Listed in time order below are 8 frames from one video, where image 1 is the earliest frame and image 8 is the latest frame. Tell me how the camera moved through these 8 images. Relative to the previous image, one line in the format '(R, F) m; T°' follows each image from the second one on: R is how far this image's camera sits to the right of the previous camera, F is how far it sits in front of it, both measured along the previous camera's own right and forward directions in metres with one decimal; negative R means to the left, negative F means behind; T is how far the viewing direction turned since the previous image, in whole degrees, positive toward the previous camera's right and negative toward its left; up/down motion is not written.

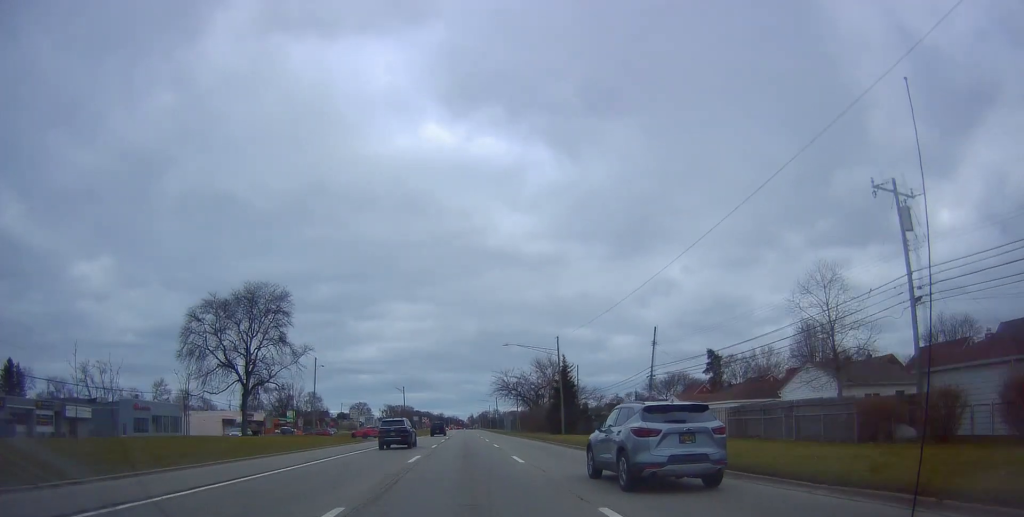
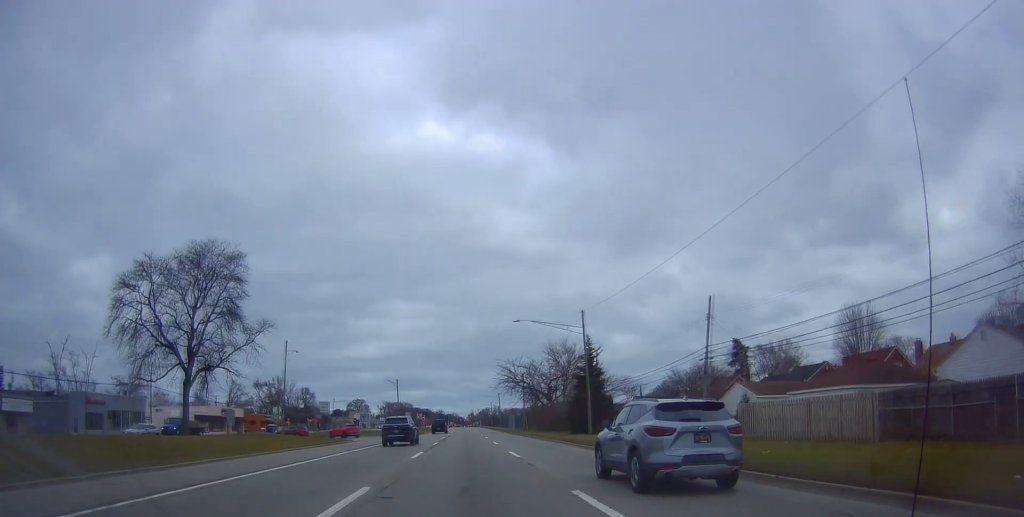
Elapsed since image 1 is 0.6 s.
(-0.4, +13.5) m; -1°
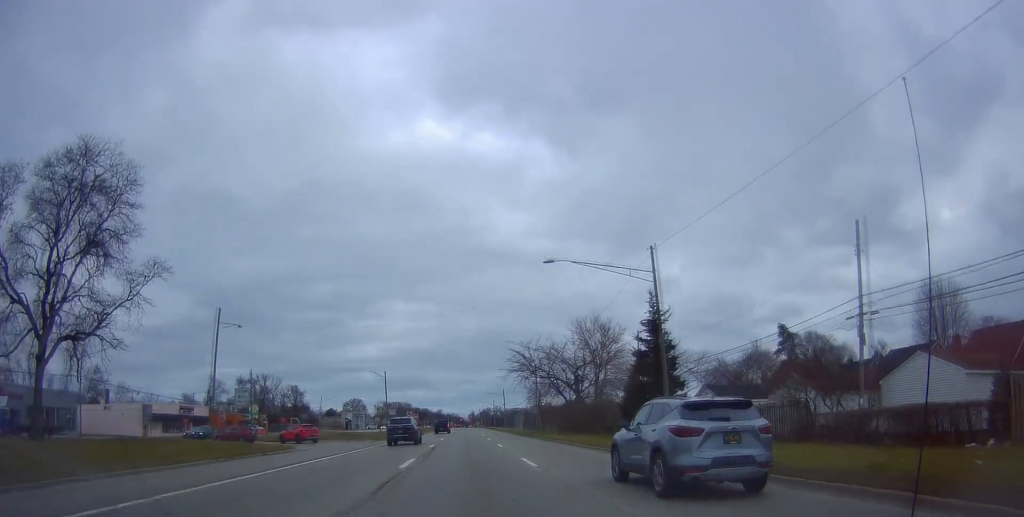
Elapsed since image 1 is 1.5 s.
(-0.1, +19.3) m; +1°
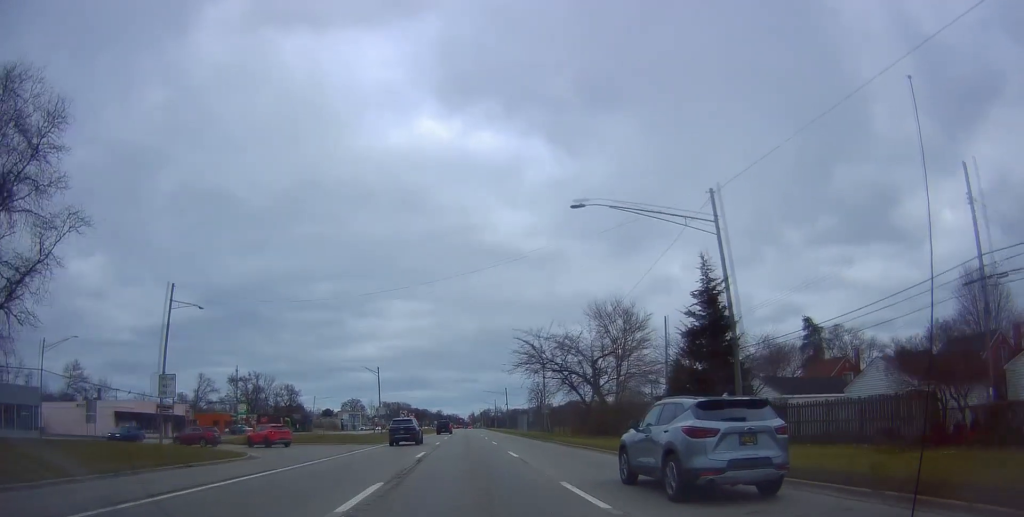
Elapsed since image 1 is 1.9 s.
(-0.1, +8.6) m; +1°
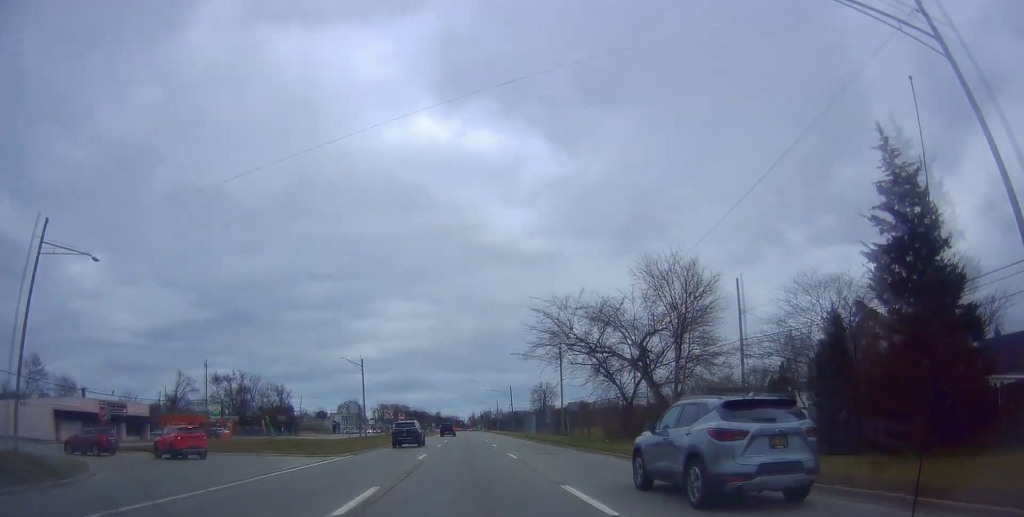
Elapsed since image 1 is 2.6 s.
(+0.5, +15.1) m; +1°
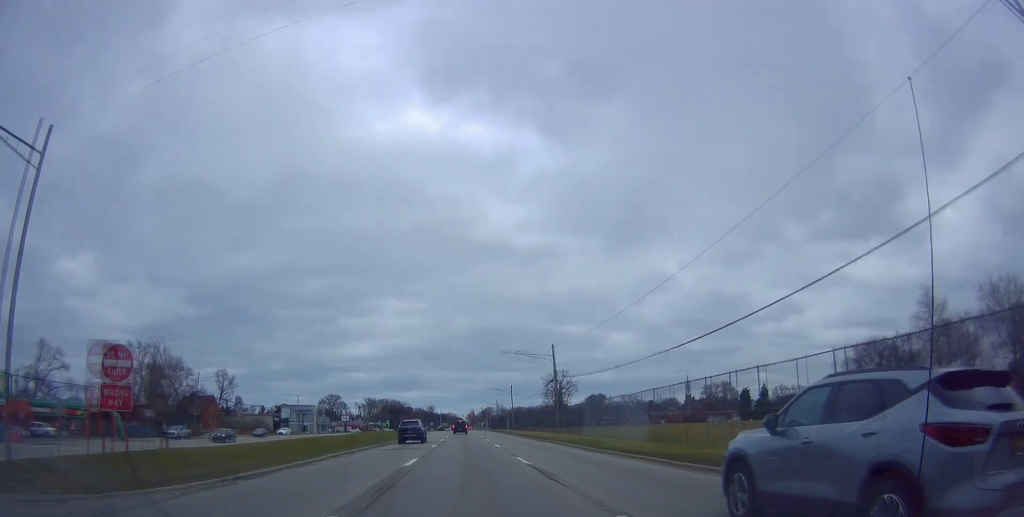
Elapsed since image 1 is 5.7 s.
(-2.2, +66.6) m; -2°
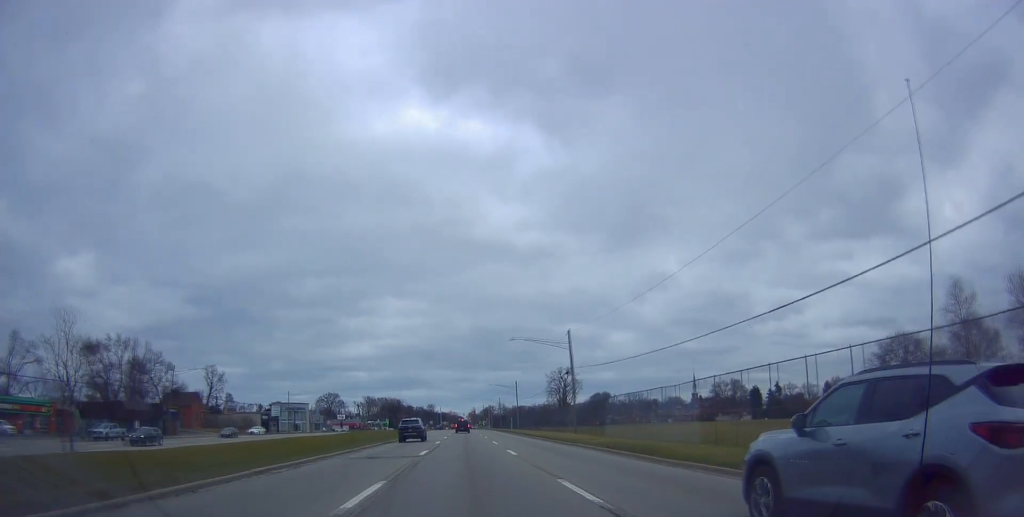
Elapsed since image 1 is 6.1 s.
(+0.1, +10.3) m; +1°
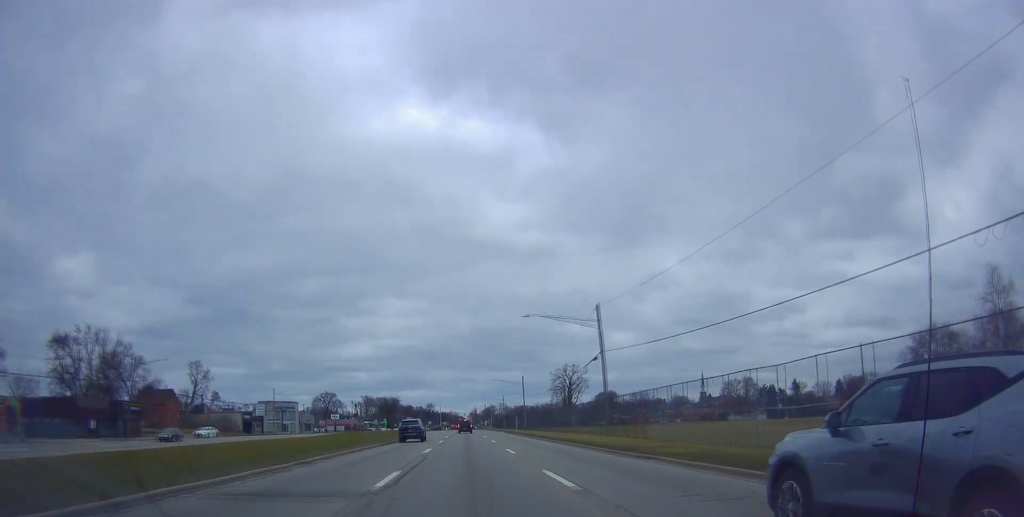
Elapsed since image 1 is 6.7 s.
(+0.1, +13.2) m; +1°
